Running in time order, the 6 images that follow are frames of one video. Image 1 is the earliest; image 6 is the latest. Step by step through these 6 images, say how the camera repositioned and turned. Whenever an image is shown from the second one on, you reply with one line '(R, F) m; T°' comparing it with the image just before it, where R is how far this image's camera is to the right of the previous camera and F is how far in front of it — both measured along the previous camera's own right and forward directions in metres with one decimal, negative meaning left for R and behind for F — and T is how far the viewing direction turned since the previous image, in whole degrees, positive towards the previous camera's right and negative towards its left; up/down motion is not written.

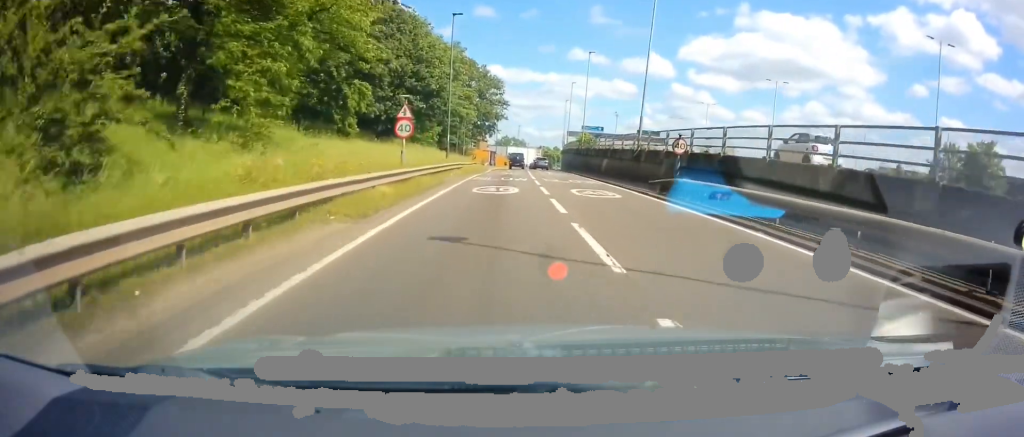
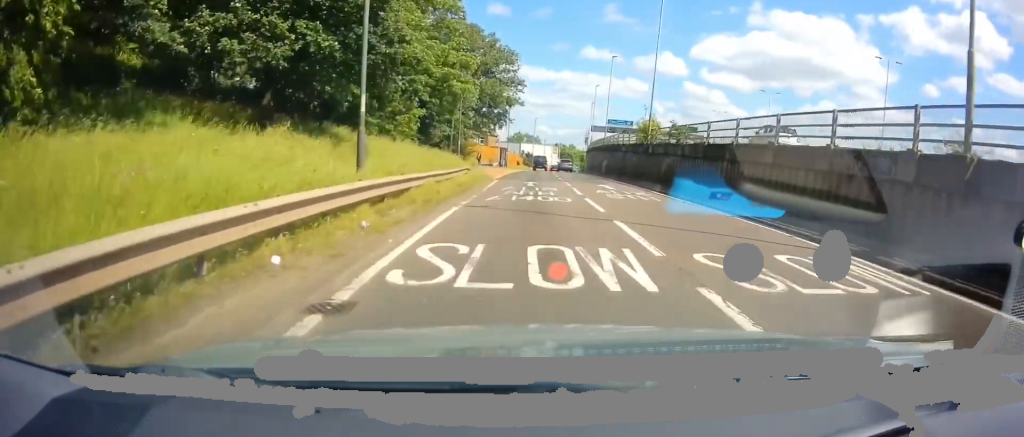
(-0.5, +24.2) m; -3°
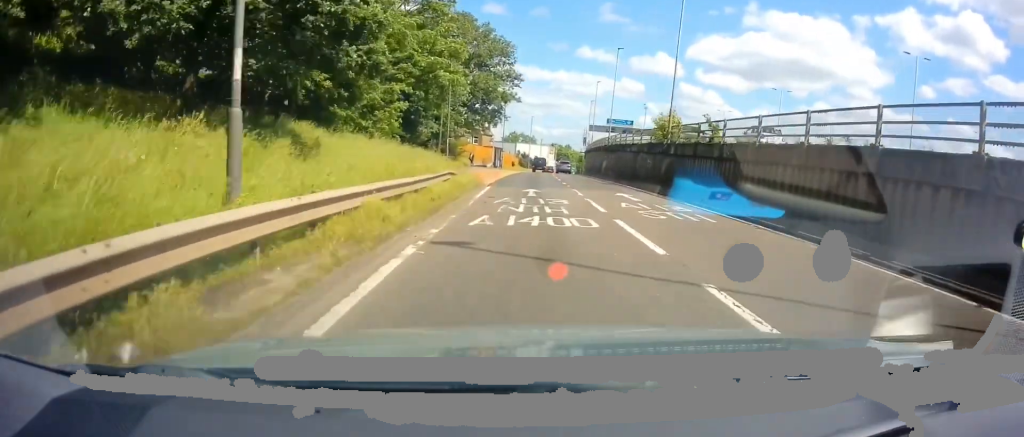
(-0.3, +5.9) m; 0°
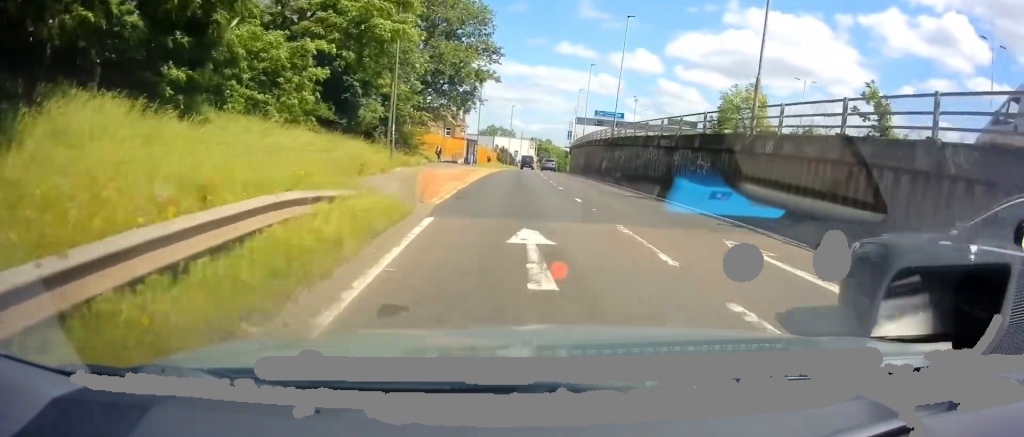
(+0.4, +13.8) m; +2°
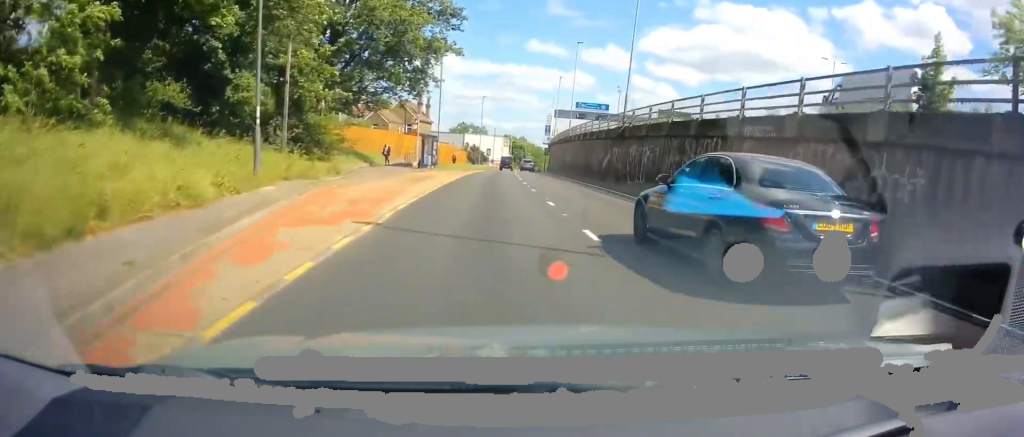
(+0.2, +14.3) m; +2°
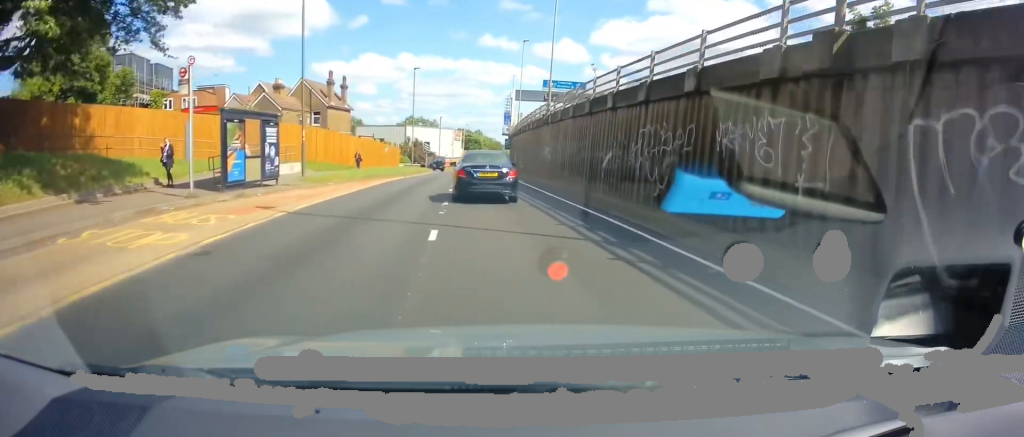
(+1.0, +26.0) m; +5°
